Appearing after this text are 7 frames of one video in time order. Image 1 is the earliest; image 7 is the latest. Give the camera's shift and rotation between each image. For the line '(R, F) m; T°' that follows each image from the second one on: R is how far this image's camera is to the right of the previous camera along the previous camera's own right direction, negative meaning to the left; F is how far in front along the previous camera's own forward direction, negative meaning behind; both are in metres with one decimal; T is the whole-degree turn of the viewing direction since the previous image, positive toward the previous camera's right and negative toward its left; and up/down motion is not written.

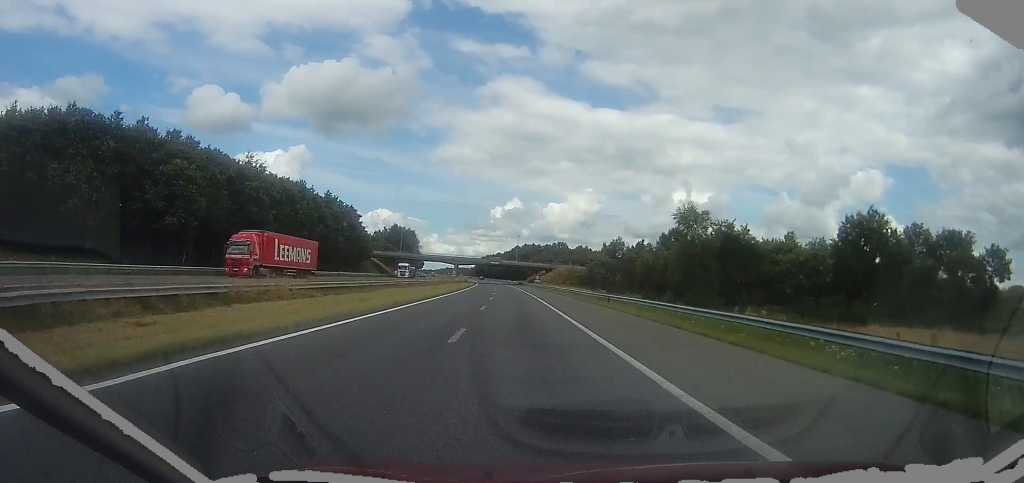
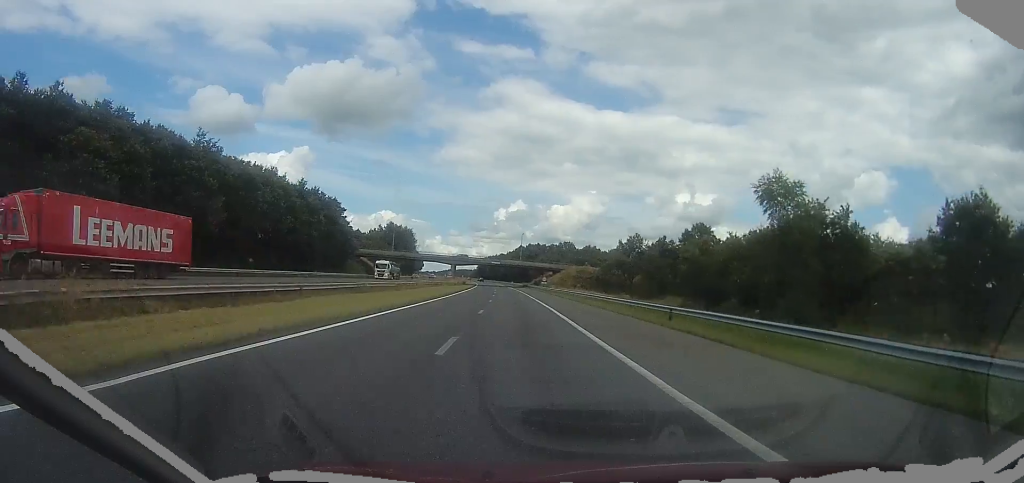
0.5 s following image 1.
(+0.2, +13.7) m; -1°
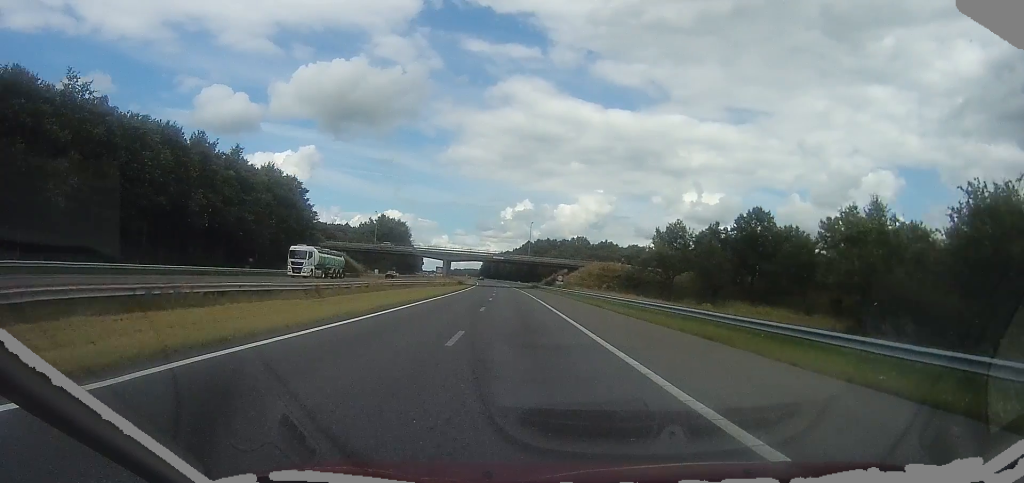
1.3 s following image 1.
(-0.6, +22.7) m; -2°
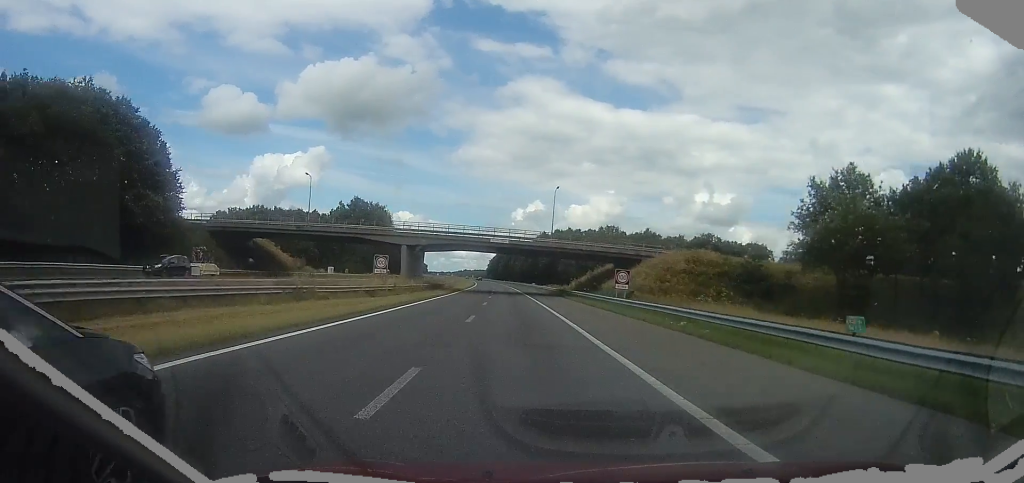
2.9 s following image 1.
(-0.4, +42.0) m; 0°
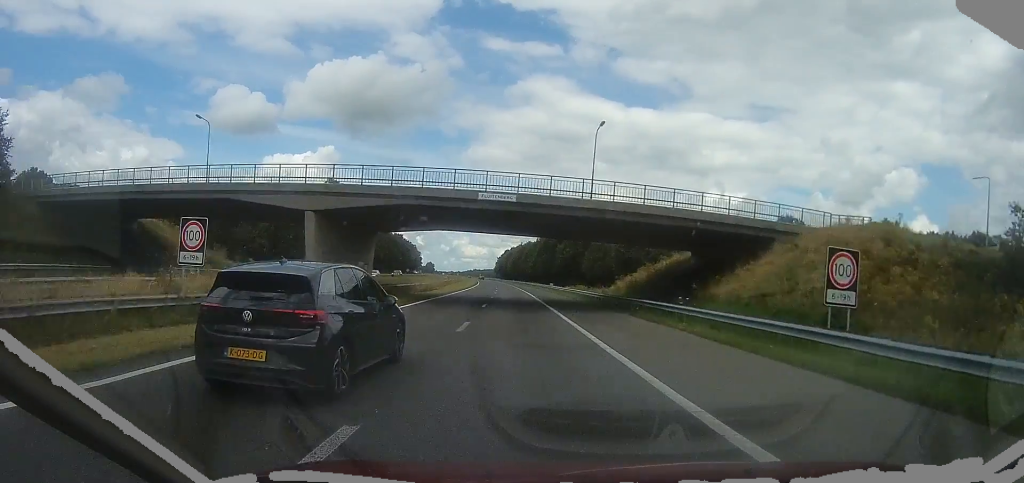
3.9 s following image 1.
(0.0, +27.6) m; 0°
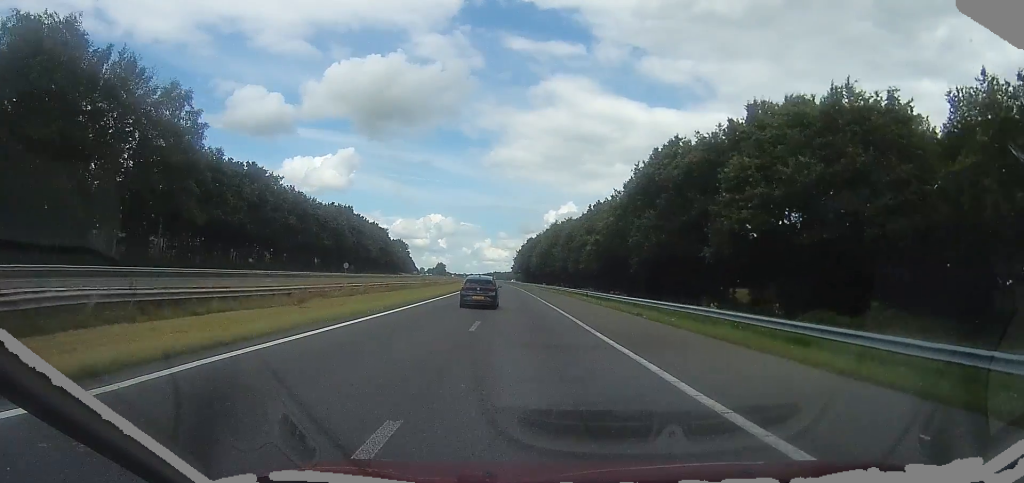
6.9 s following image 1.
(-2.3, +84.3) m; -2°
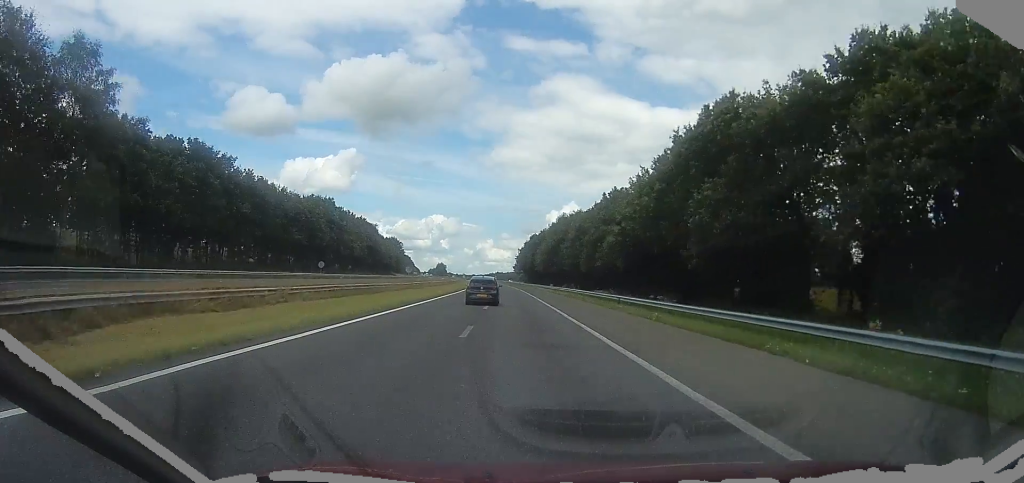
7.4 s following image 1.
(-0.2, +13.8) m; -1°
